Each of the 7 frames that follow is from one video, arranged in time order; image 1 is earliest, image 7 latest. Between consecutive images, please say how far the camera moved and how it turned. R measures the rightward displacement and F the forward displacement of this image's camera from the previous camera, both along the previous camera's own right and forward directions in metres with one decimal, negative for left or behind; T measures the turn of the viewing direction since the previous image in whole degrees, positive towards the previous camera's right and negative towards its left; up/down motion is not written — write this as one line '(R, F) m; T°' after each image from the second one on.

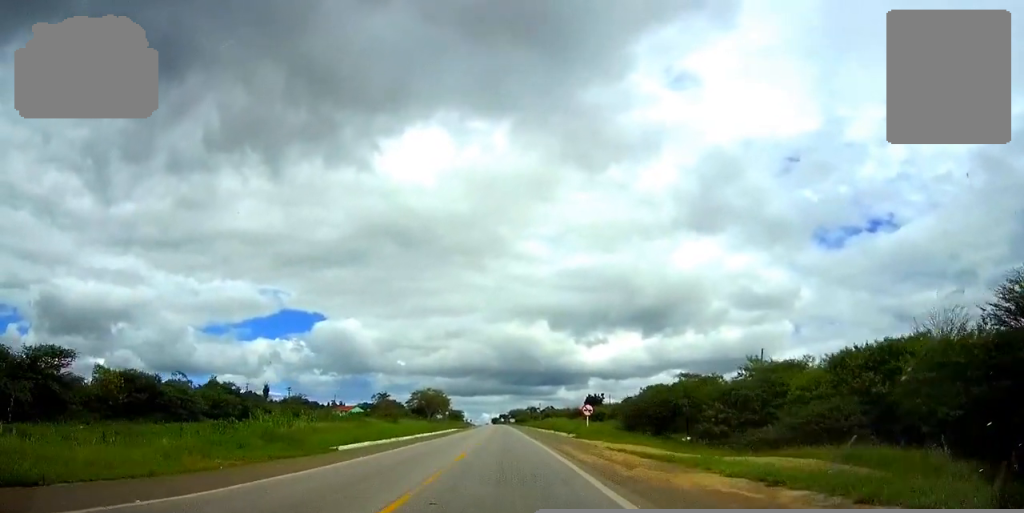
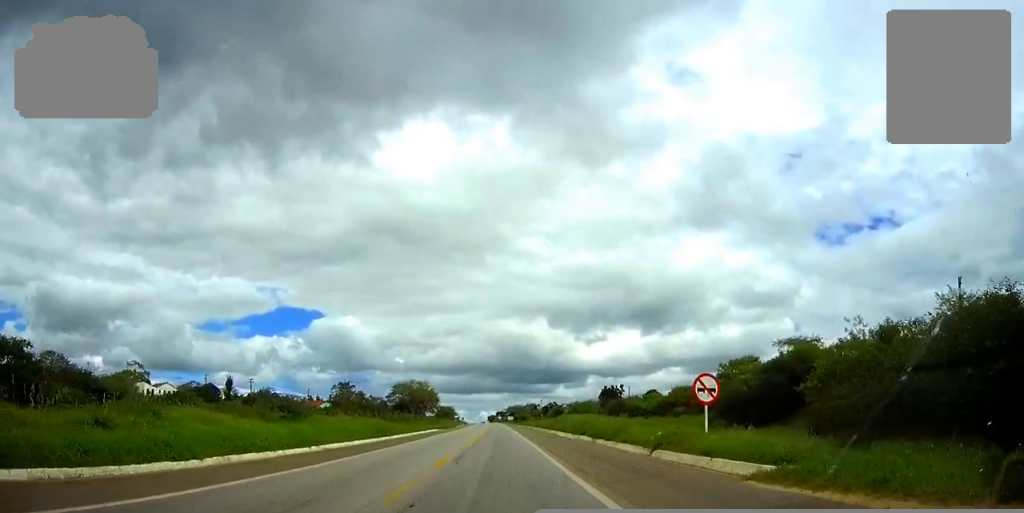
(0.0, +34.2) m; 0°
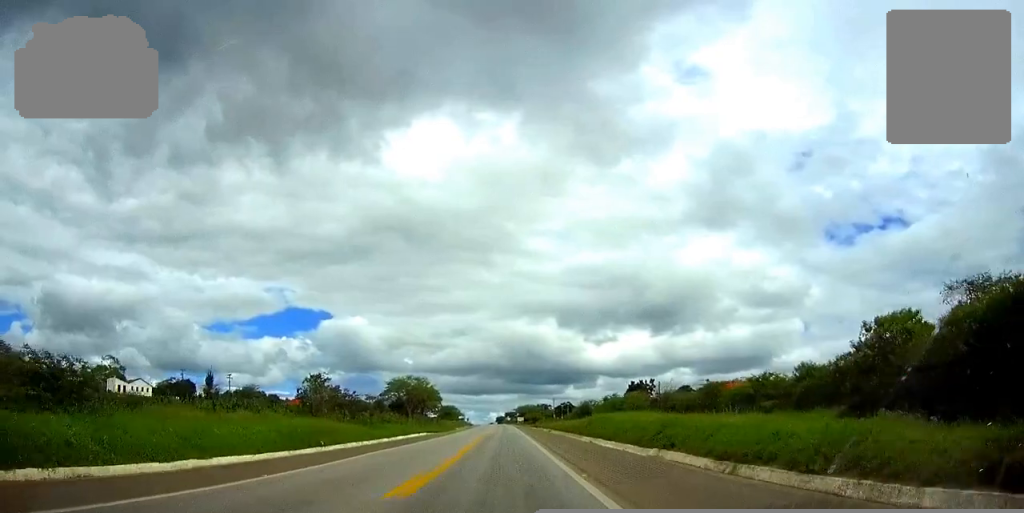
(0.0, +22.8) m; 0°
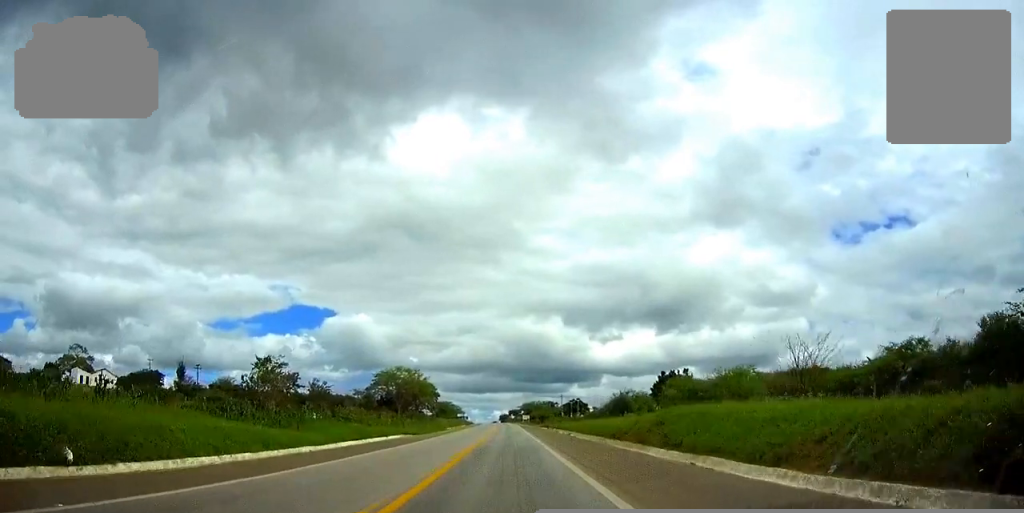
(0.0, +21.9) m; 0°
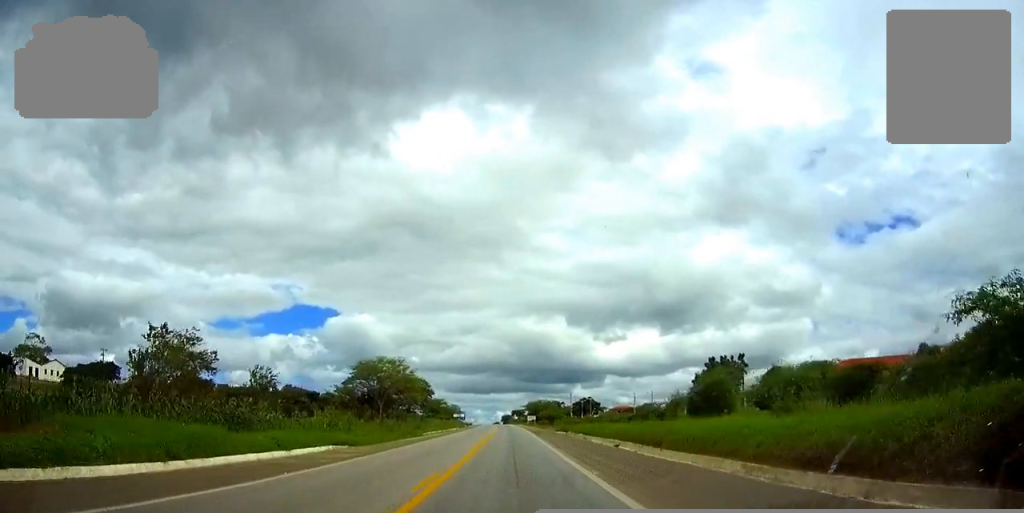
(0.0, +24.4) m; 0°
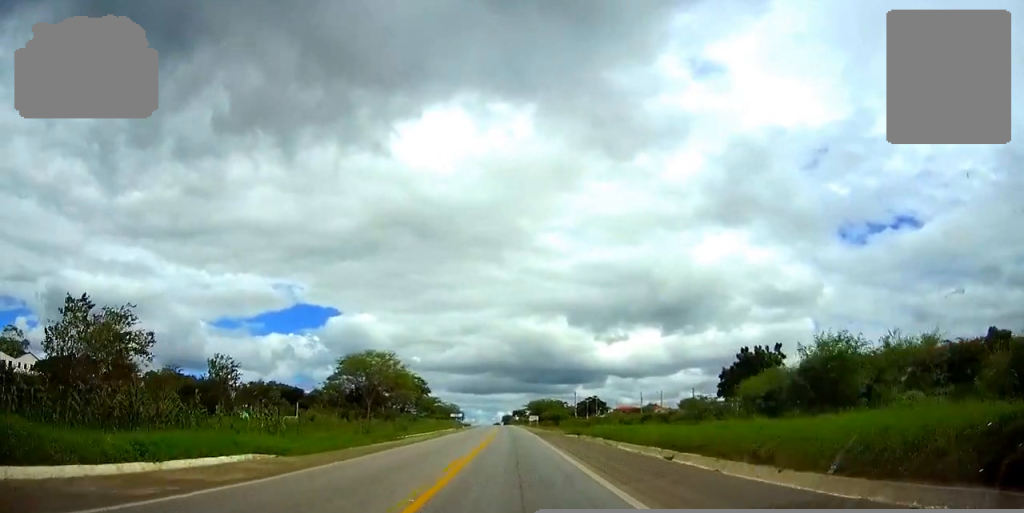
(0.0, +11.4) m; 0°
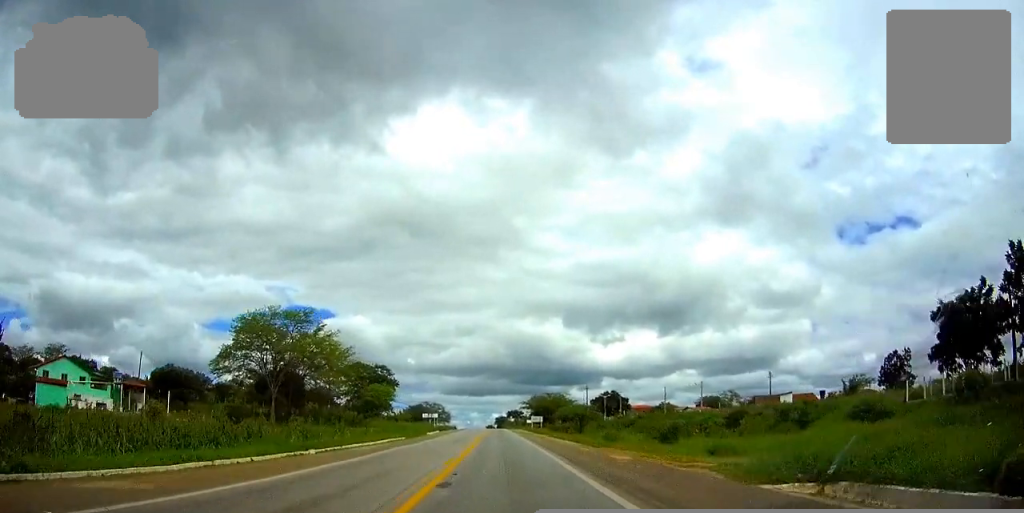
(-0.2, +44.5) m; -1°
